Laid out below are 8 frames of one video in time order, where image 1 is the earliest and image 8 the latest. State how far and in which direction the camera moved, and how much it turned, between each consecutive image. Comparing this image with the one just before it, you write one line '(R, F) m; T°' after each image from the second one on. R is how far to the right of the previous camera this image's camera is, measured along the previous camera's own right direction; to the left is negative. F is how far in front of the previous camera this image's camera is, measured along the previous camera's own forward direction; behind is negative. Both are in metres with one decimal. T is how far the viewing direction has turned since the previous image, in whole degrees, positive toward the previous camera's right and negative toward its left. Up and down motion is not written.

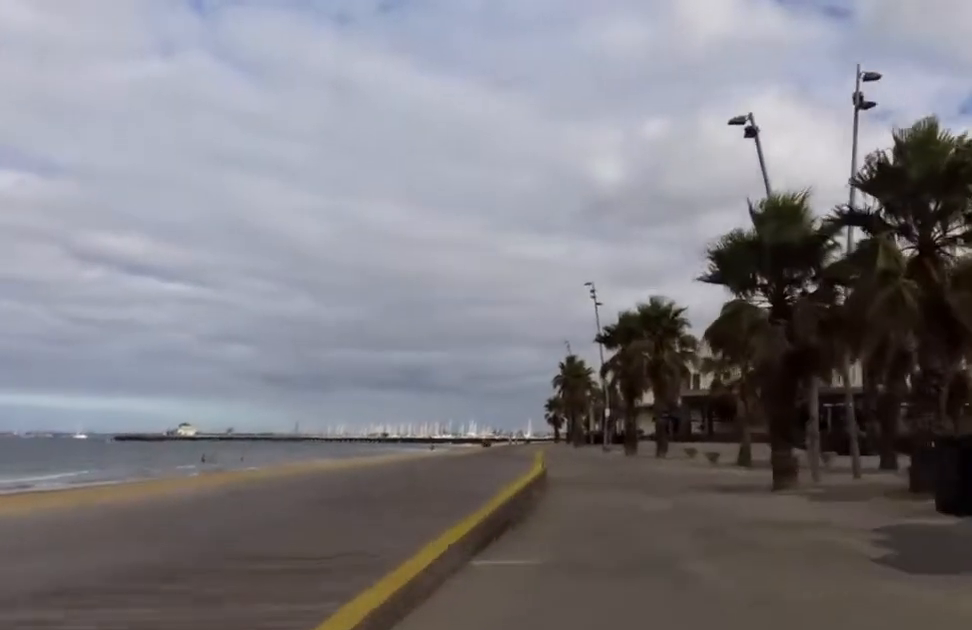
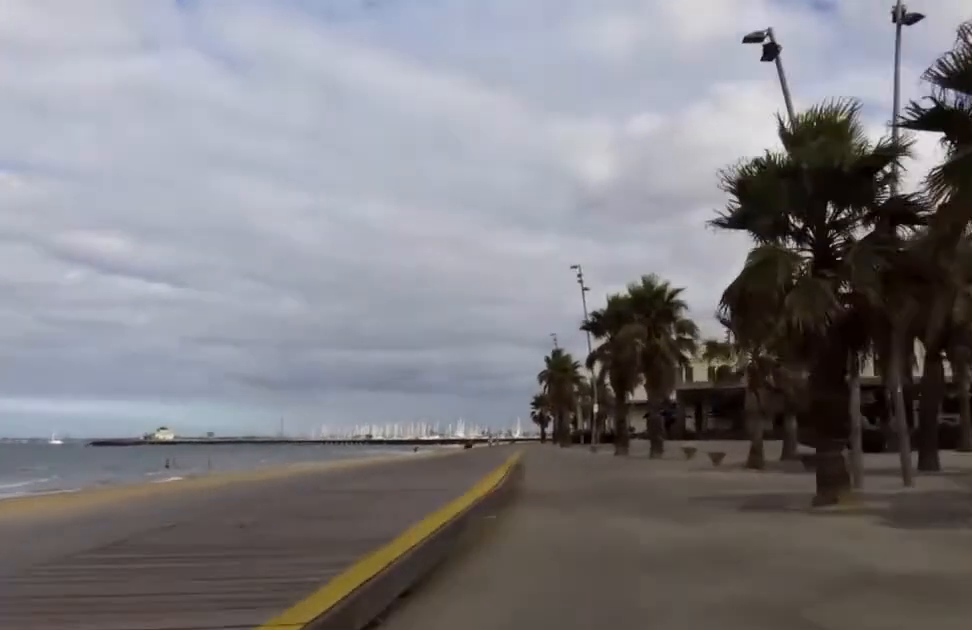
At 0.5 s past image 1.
(-0.2, +3.8) m; -3°
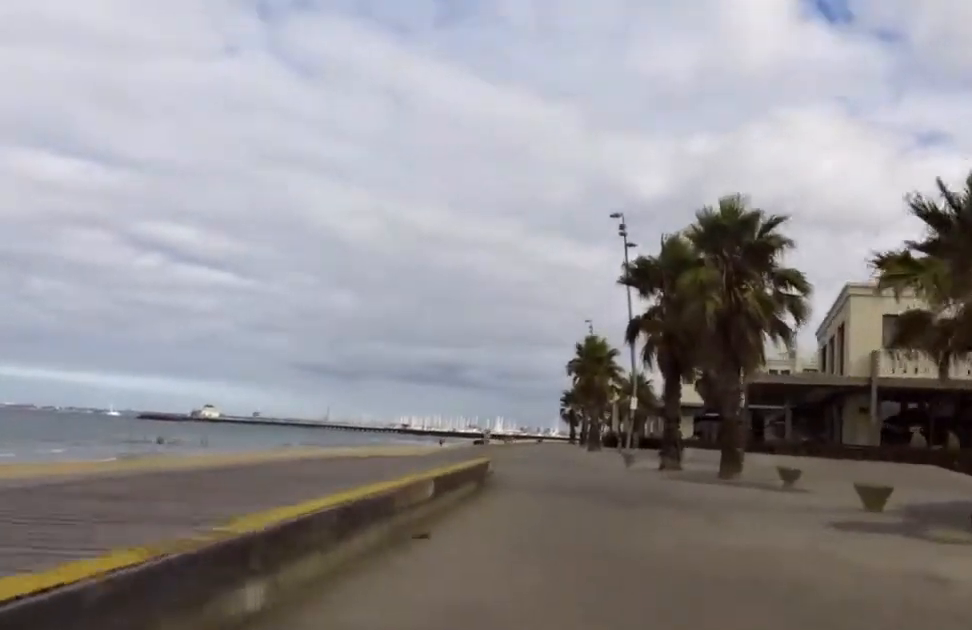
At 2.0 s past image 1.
(-1.2, +11.9) m; -5°
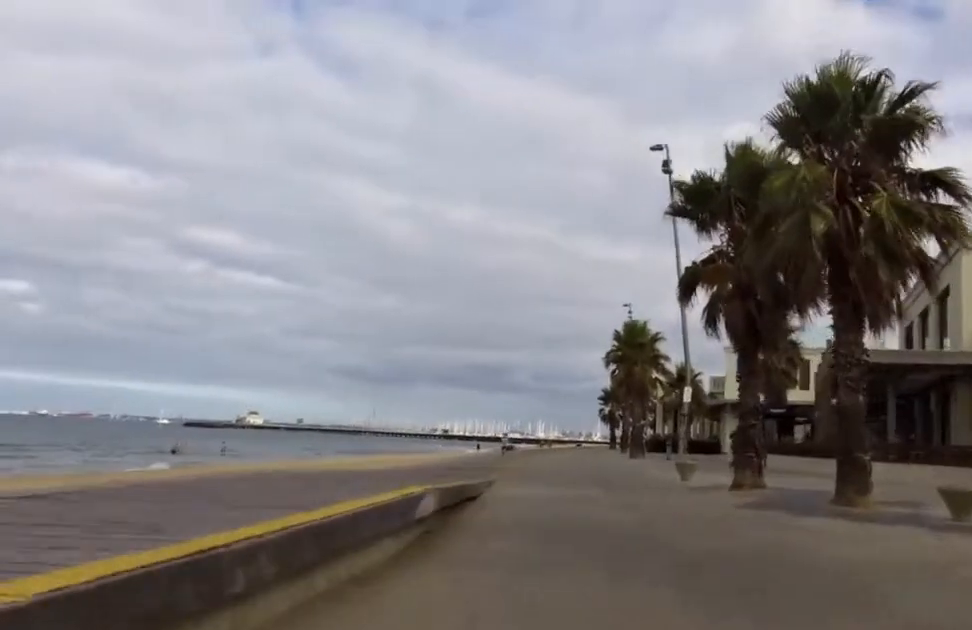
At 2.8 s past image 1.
(+0.2, +6.7) m; +6°
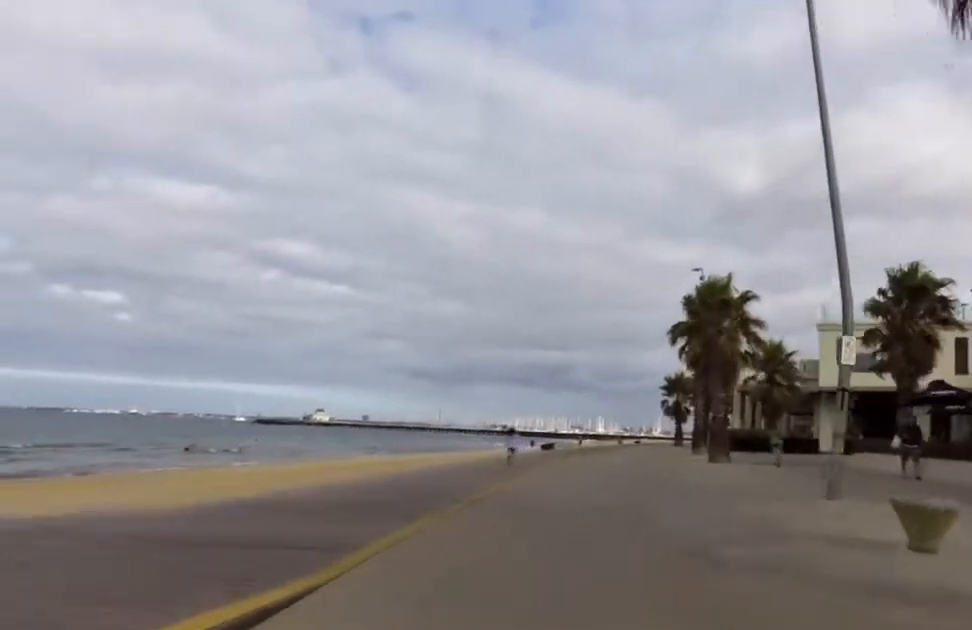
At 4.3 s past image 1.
(+0.4, +11.8) m; -5°
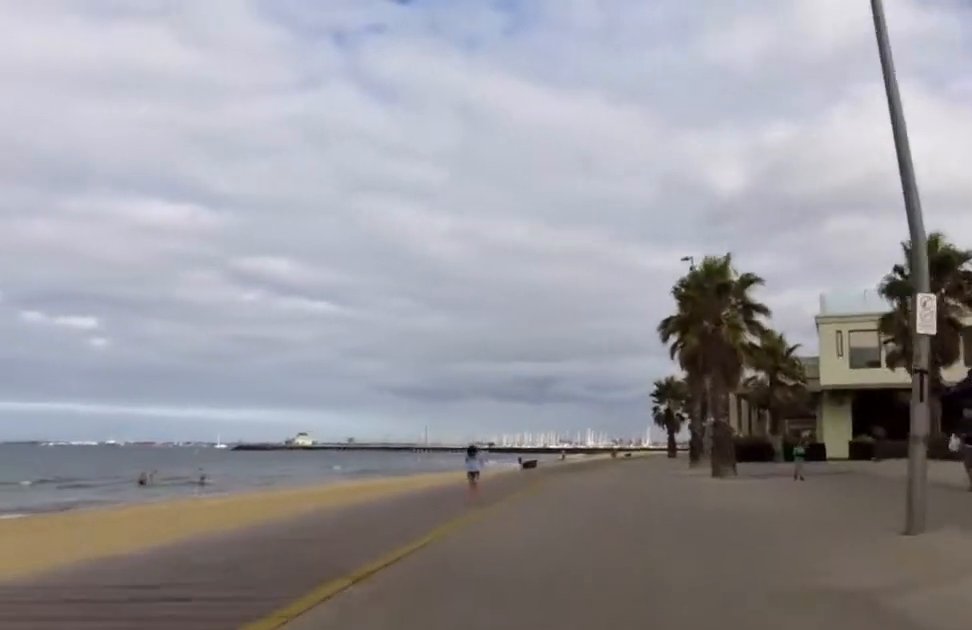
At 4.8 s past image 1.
(-0.8, +3.5) m; -1°
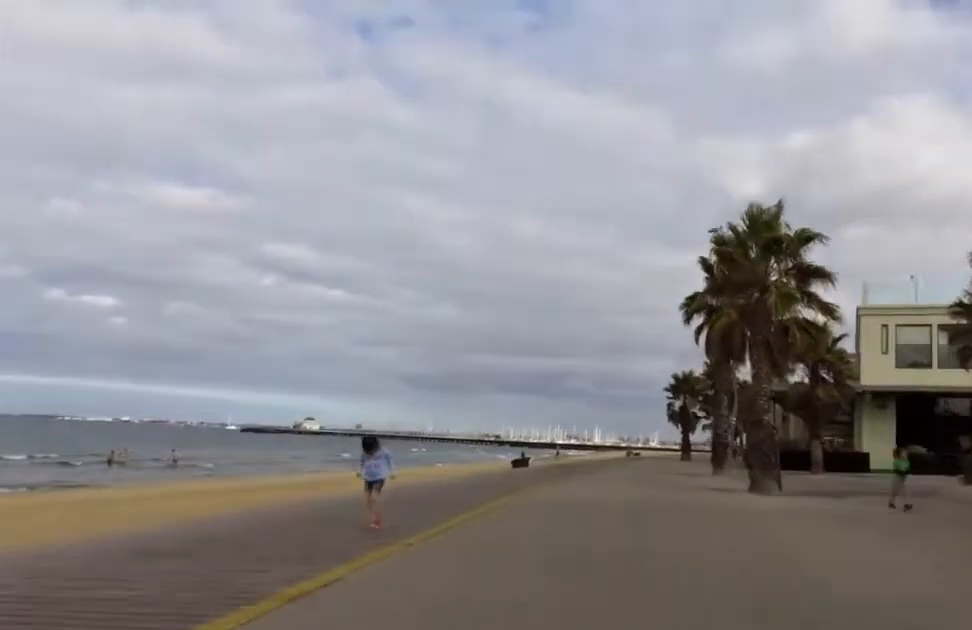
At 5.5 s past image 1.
(+0.1, +5.7) m; 0°
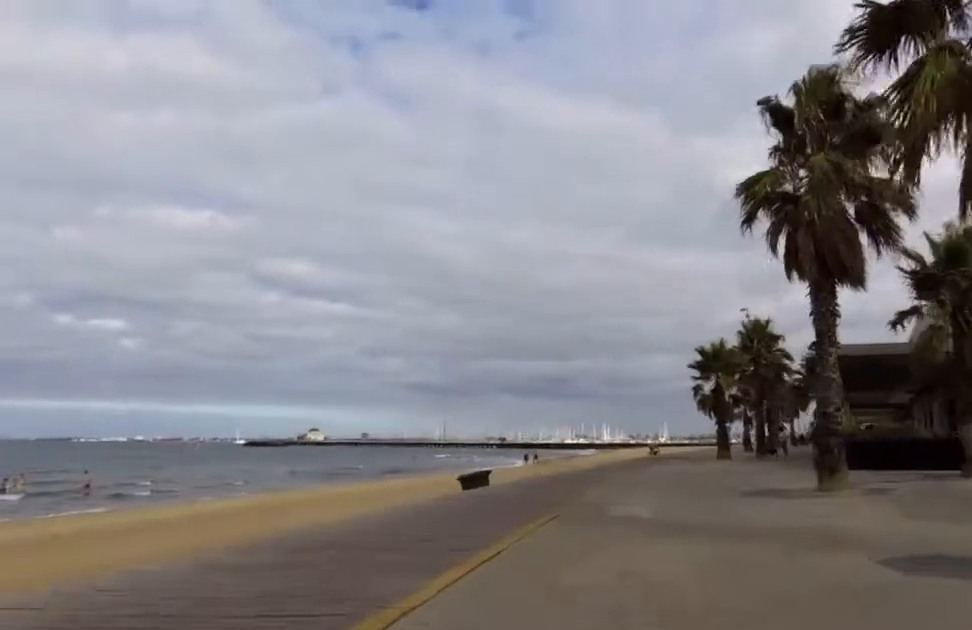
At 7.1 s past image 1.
(-0.5, +11.7) m; -5°
